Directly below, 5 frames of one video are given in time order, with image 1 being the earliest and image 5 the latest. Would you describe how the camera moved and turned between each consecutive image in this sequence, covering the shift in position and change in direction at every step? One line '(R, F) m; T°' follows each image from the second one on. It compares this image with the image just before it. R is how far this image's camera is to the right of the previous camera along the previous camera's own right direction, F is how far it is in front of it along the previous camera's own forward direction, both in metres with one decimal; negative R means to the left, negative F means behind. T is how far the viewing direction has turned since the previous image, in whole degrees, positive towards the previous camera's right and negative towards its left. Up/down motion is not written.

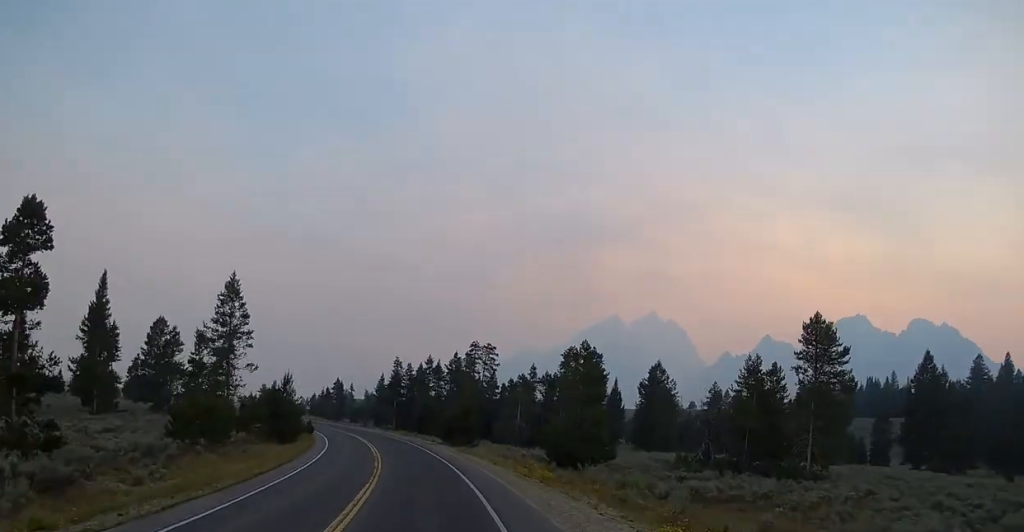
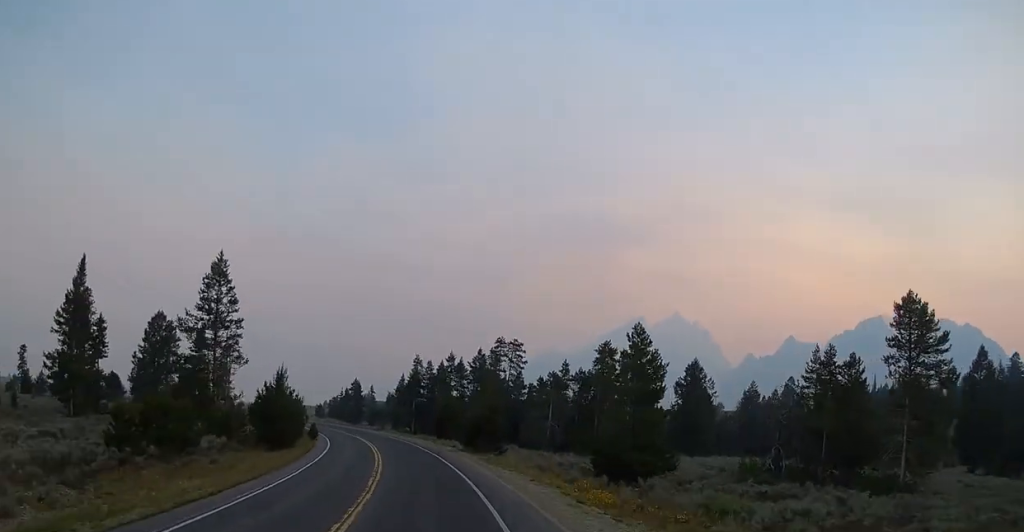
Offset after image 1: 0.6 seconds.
(-0.3, +9.0) m; -1°
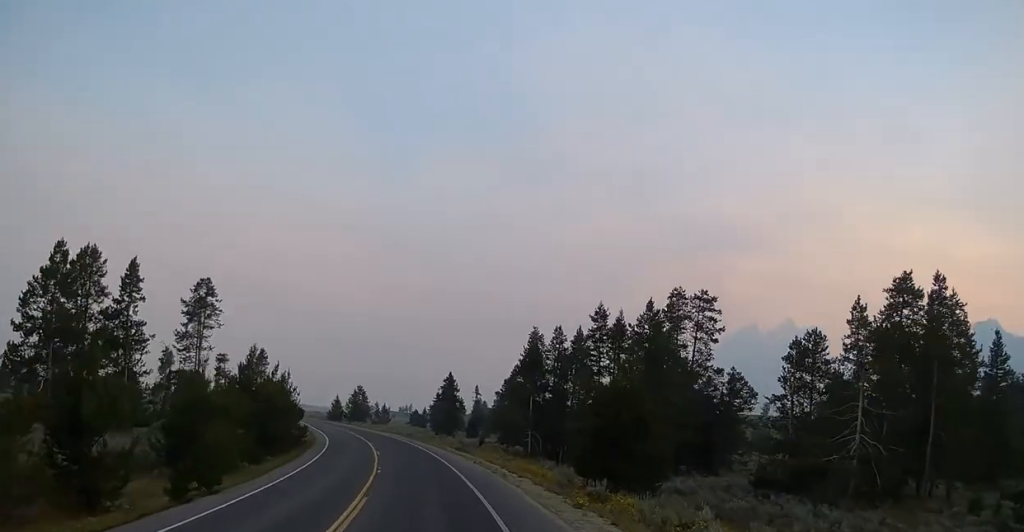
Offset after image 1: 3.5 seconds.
(-2.8, +45.6) m; -9°
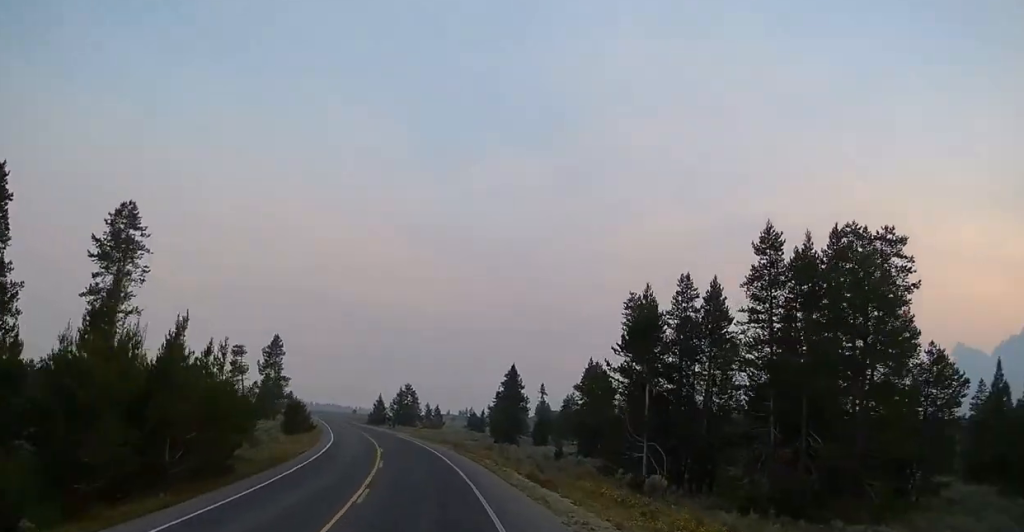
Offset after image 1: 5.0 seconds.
(-1.2, +22.8) m; -6°
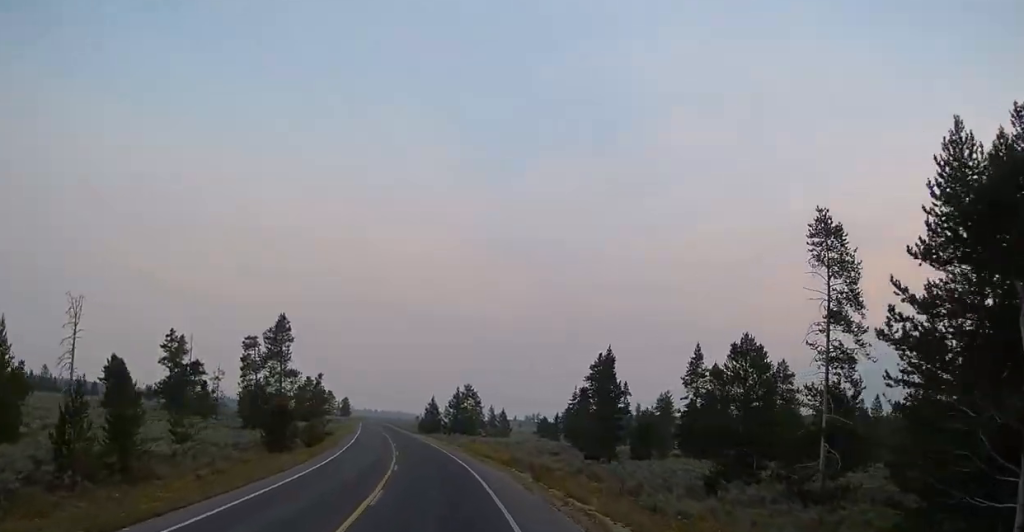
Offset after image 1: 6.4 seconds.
(-1.1, +25.1) m; -3°
